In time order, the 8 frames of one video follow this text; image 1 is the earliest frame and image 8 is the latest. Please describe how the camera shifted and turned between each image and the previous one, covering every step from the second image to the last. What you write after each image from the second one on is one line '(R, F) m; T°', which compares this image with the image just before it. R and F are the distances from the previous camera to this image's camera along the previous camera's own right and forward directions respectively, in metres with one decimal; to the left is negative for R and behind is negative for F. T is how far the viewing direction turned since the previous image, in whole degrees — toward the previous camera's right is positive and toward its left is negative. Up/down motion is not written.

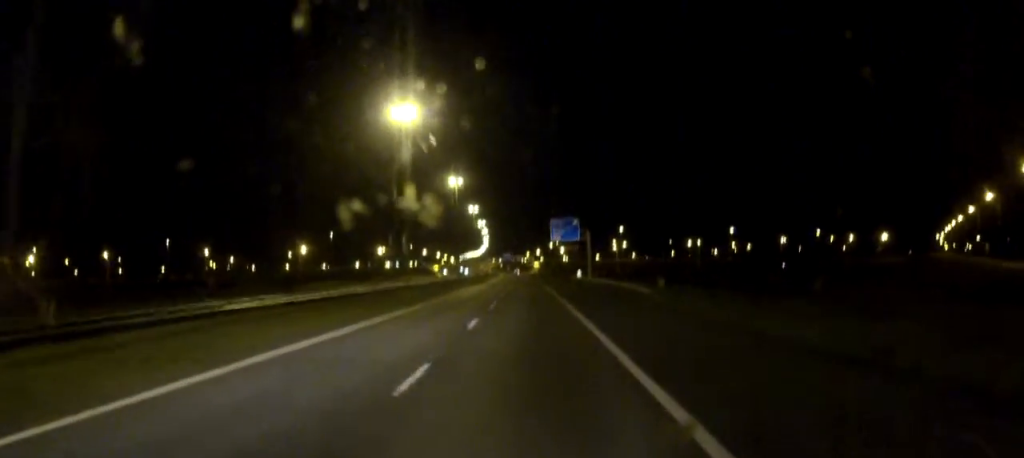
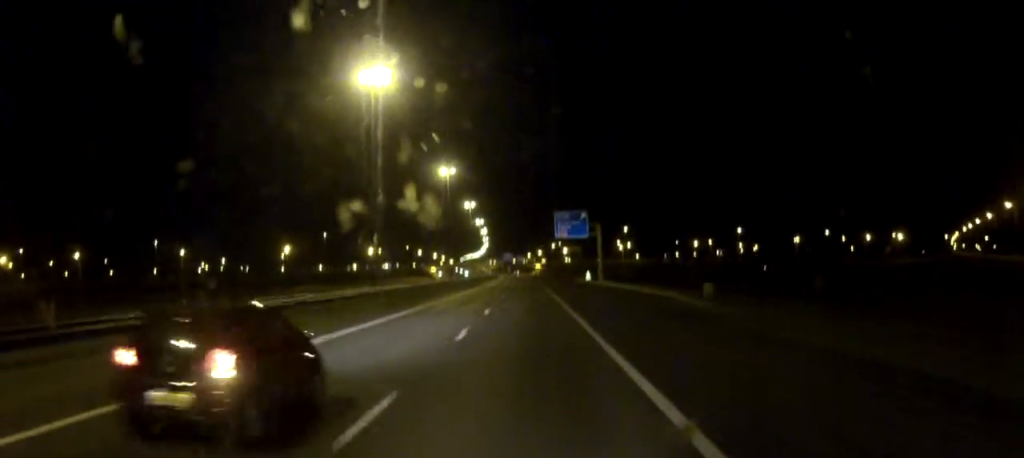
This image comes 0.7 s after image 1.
(0.0, +15.0) m; 0°
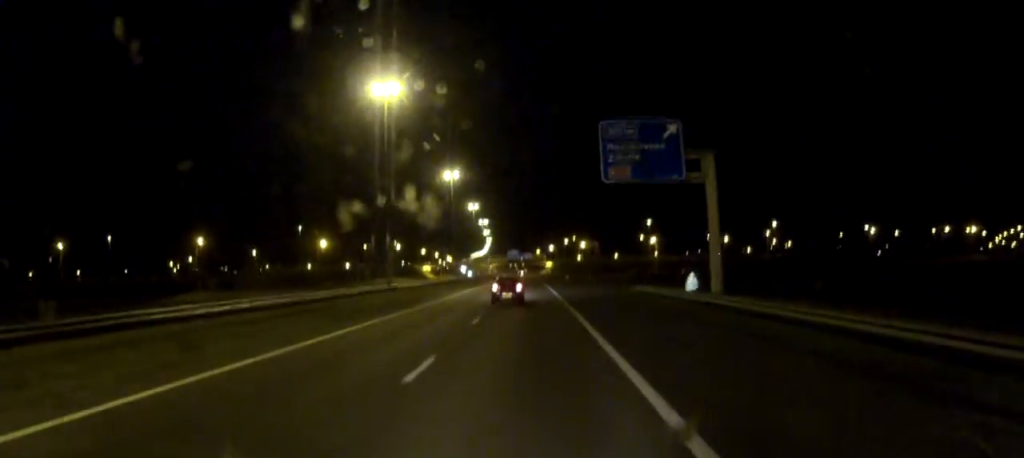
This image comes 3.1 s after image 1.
(-0.3, +55.6) m; -1°
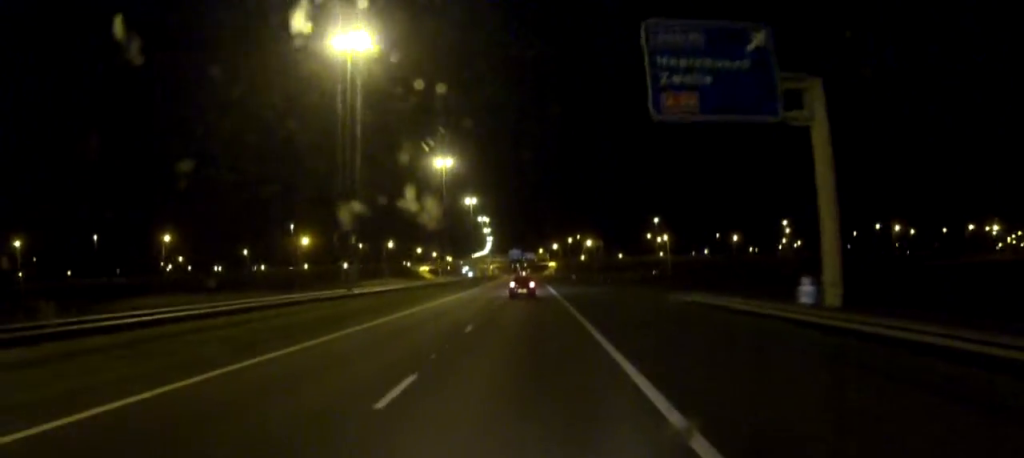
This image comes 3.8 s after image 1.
(0.0, +14.3) m; 0°
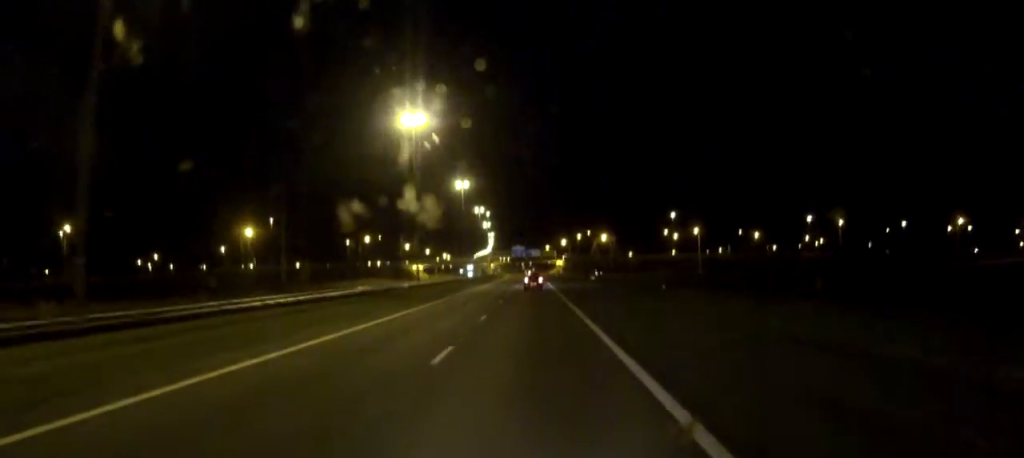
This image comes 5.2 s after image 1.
(-0.1, +31.5) m; 0°
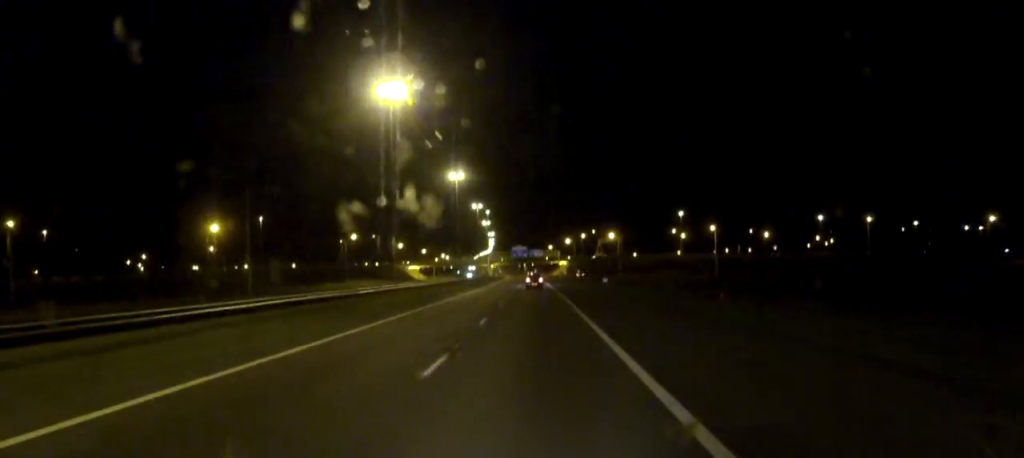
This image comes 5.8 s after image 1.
(0.0, +13.5) m; 0°
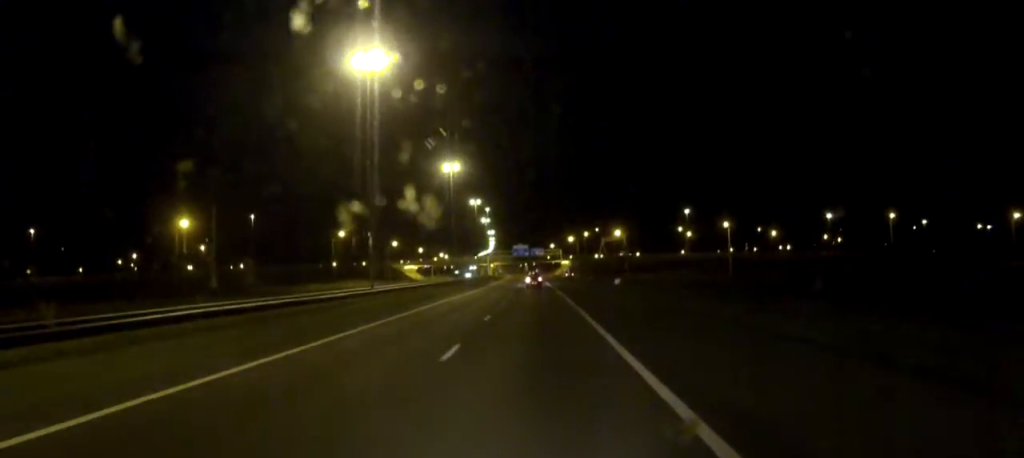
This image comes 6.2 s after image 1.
(0.0, +9.8) m; 0°
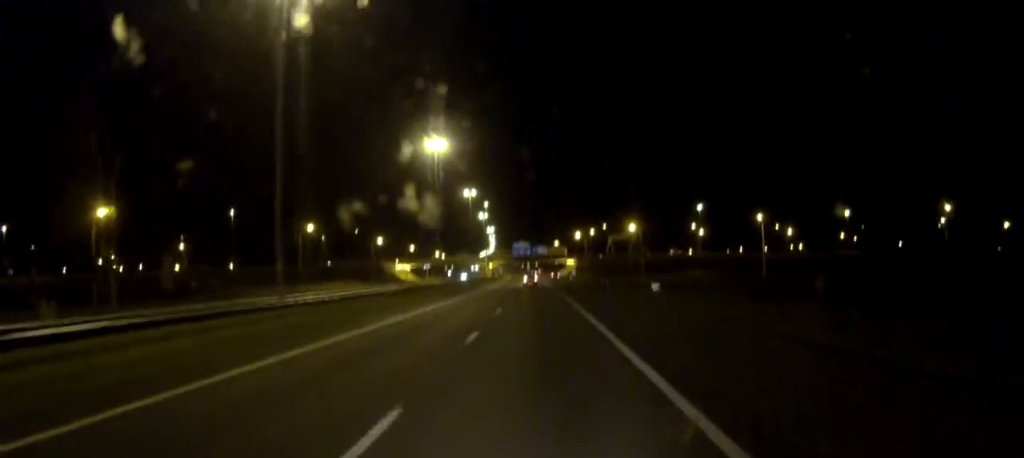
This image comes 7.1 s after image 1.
(0.0, +20.2) m; 0°
